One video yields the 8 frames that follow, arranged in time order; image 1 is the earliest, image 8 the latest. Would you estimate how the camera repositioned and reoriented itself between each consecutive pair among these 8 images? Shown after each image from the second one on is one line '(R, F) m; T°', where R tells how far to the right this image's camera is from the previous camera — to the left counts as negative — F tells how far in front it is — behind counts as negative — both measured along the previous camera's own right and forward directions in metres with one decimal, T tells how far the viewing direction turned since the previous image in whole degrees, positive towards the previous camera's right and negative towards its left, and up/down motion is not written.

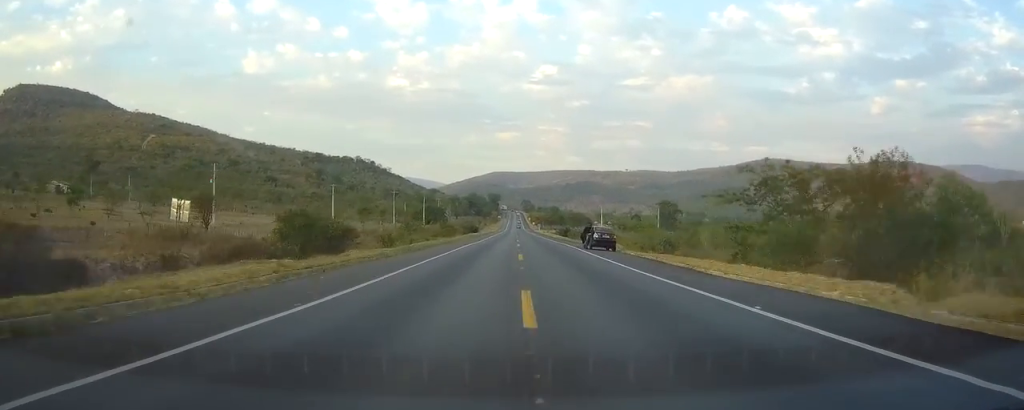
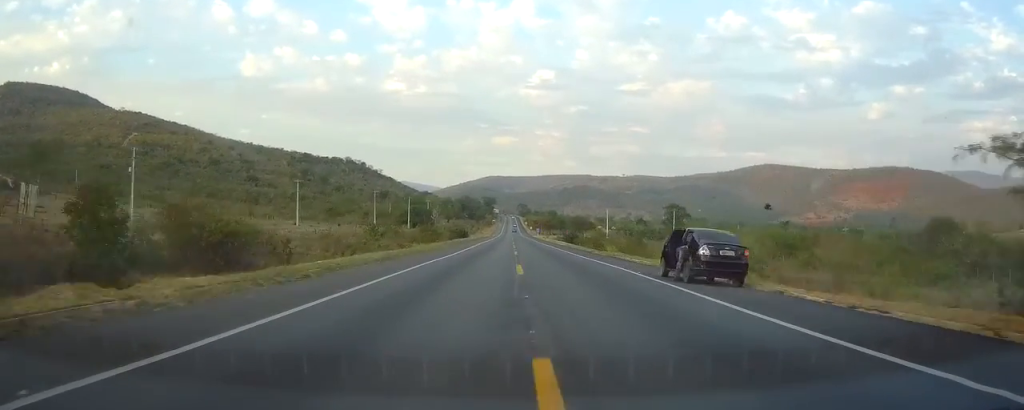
(0.0, +24.0) m; 0°
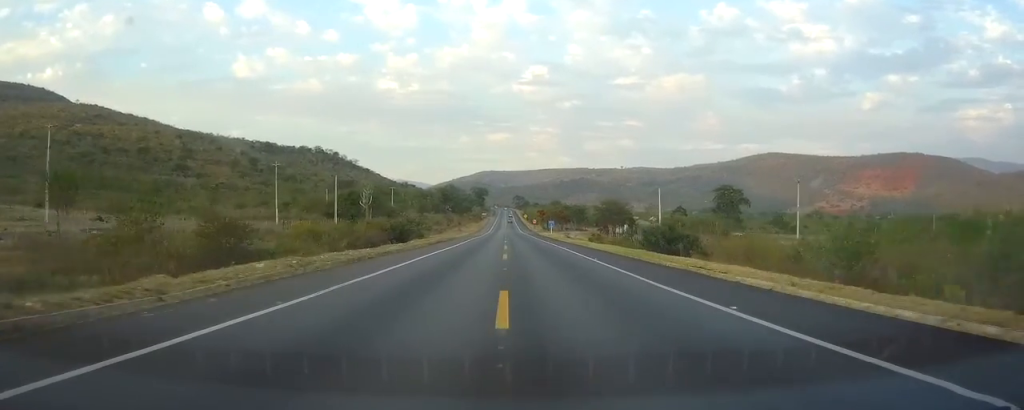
(+0.4, +80.2) m; +1°
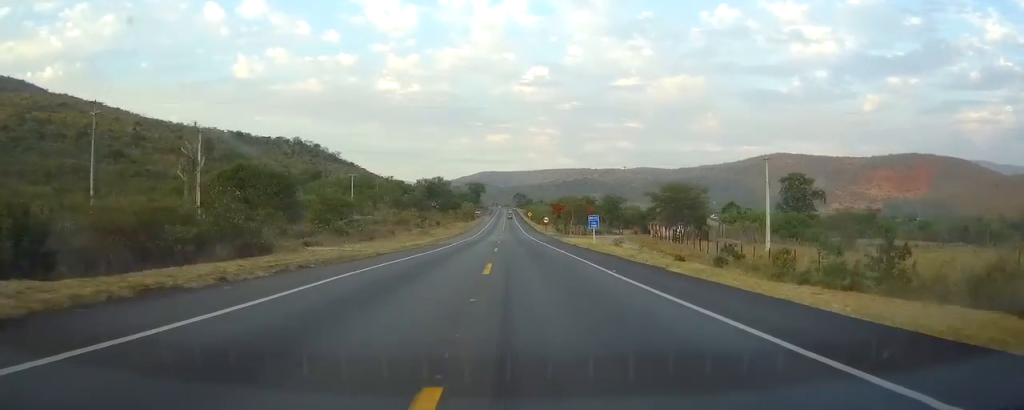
(+0.2, +56.9) m; 0°
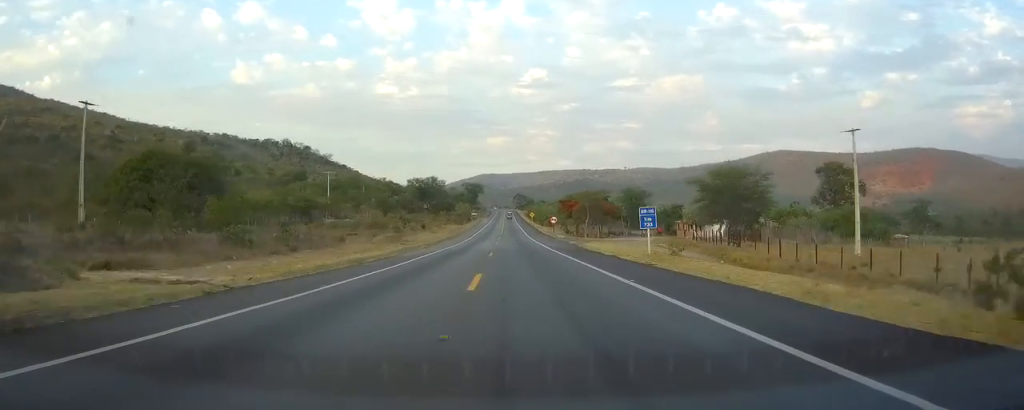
(+0.1, +21.5) m; 0°
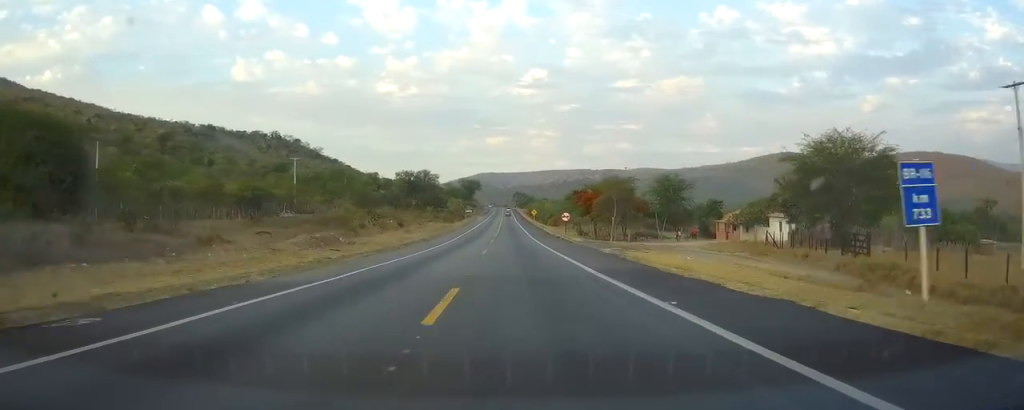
(-0.2, +22.9) m; 0°
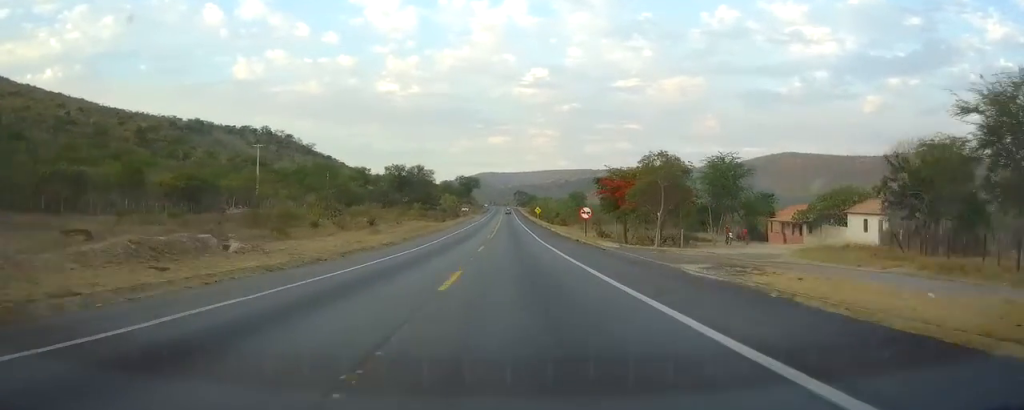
(-0.1, +19.3) m; 0°
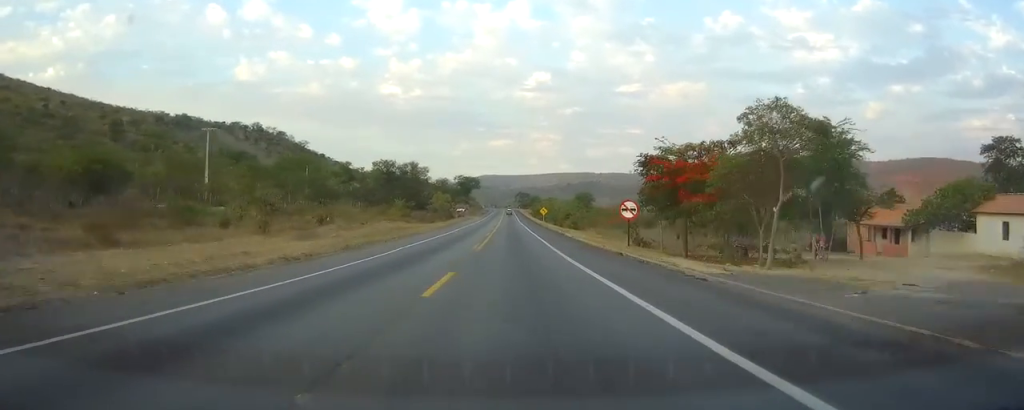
(0.0, +19.4) m; 0°
